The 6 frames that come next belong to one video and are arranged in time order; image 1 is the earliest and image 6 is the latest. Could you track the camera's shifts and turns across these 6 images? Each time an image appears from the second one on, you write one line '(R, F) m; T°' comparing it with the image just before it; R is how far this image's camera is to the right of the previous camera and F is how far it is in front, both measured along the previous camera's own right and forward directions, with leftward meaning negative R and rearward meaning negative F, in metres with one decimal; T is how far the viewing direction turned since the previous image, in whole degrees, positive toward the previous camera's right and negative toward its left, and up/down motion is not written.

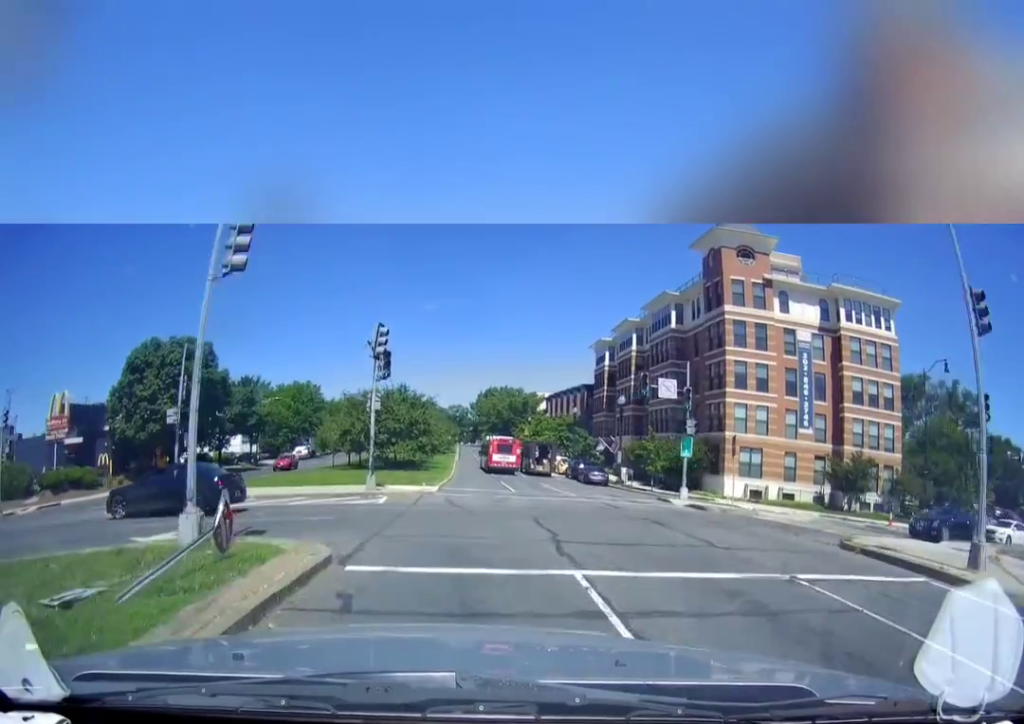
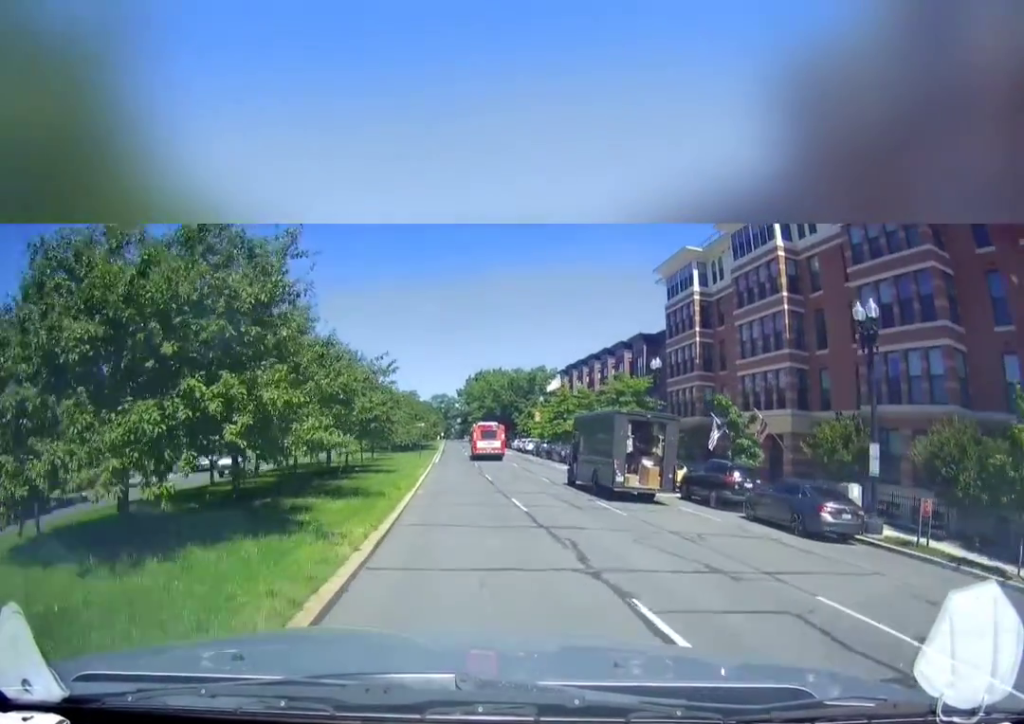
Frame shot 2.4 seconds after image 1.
(+1.4, +30.6) m; +5°
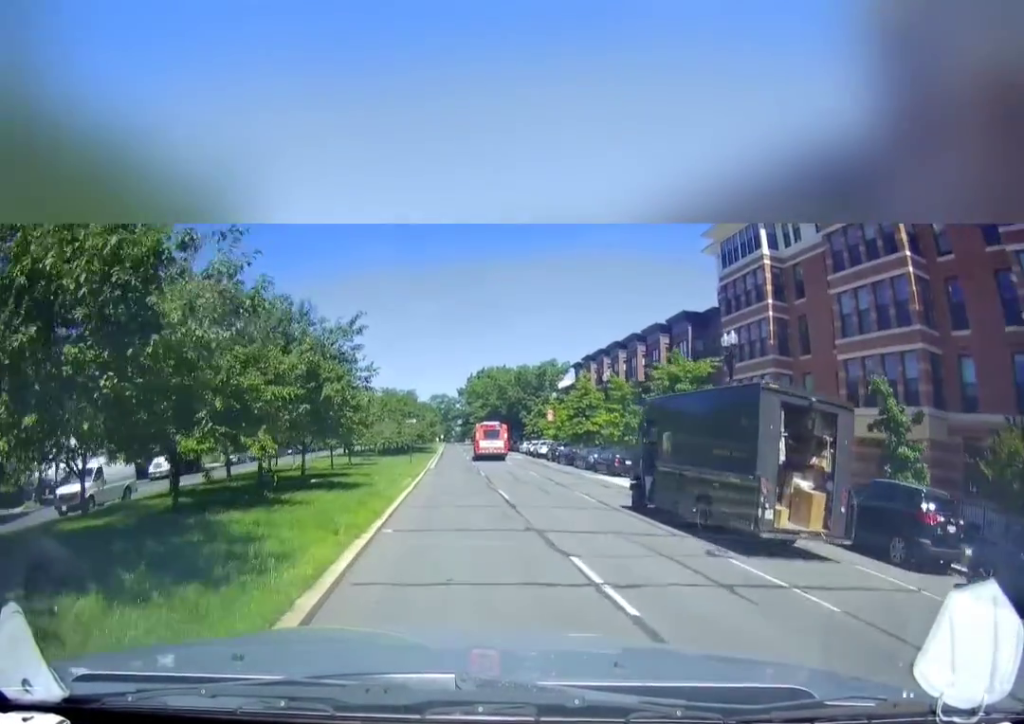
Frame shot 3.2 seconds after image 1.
(+0.3, +9.9) m; +1°
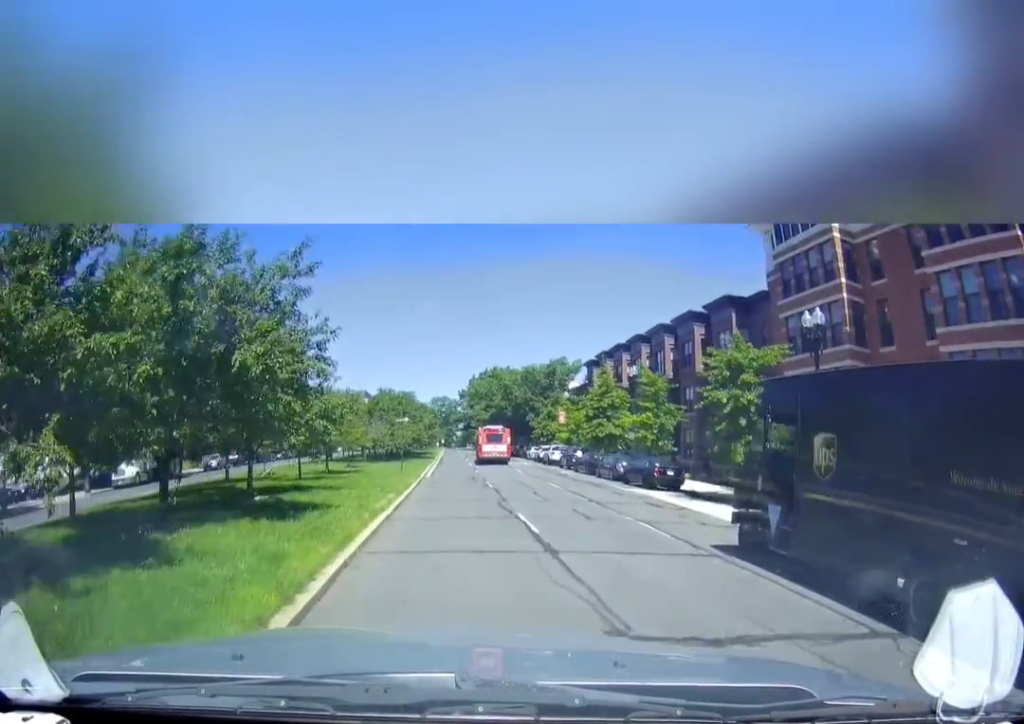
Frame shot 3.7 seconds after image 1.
(0.0, +6.5) m; -1°
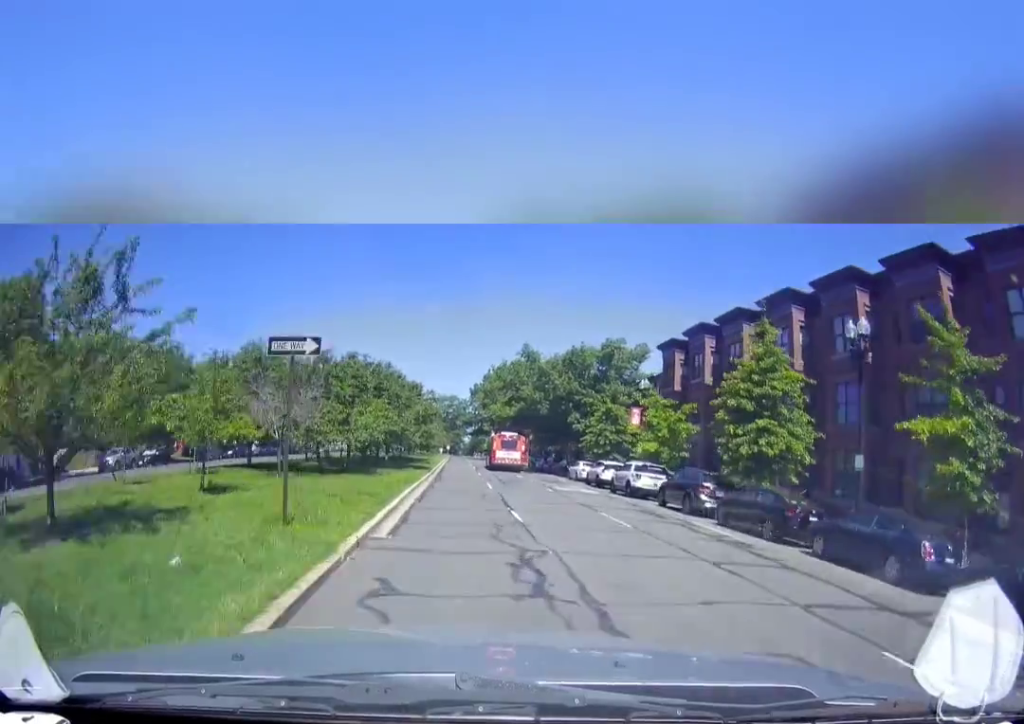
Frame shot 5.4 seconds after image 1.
(-0.6, +21.5) m; -2°
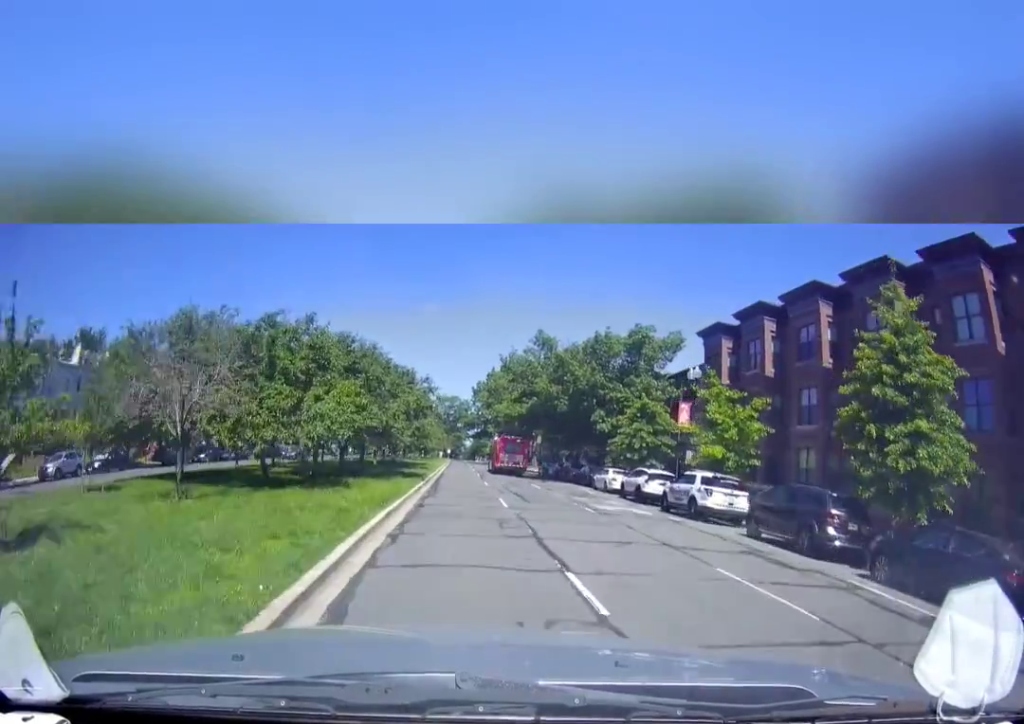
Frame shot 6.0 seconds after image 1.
(+0.2, +8.3) m; 0°
